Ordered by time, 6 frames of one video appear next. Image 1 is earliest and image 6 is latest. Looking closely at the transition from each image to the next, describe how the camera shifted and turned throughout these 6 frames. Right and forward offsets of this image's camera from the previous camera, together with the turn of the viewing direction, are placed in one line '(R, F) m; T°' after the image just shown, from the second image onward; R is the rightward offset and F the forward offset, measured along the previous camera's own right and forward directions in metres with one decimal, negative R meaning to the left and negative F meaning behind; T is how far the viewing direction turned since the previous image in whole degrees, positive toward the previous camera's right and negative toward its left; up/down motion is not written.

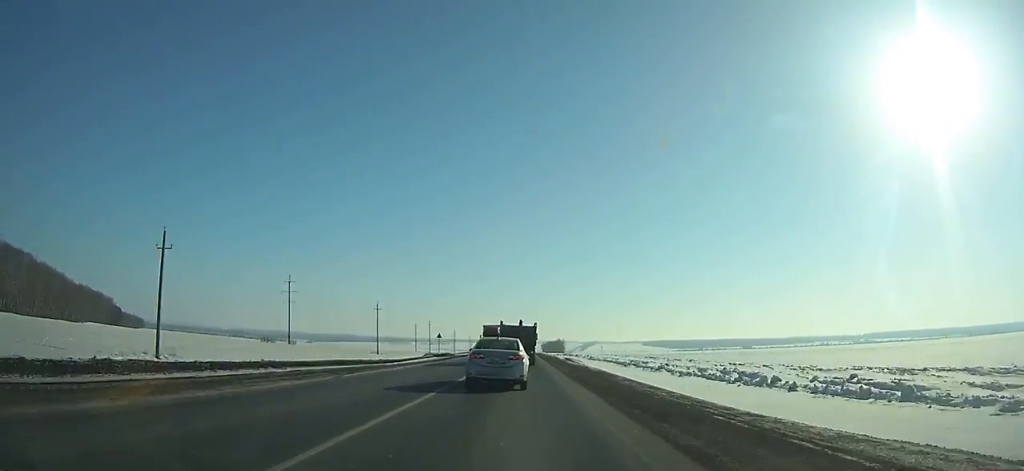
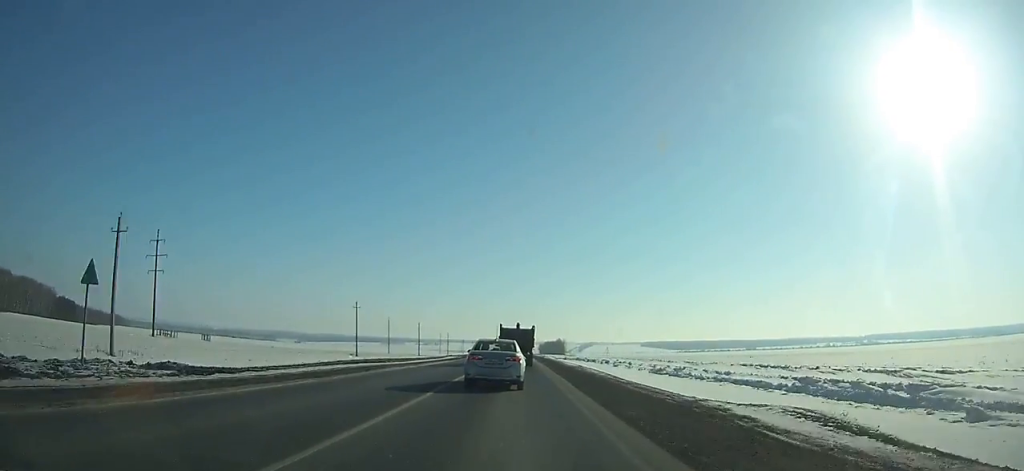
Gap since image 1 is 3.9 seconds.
(+0.2, +71.4) m; 0°
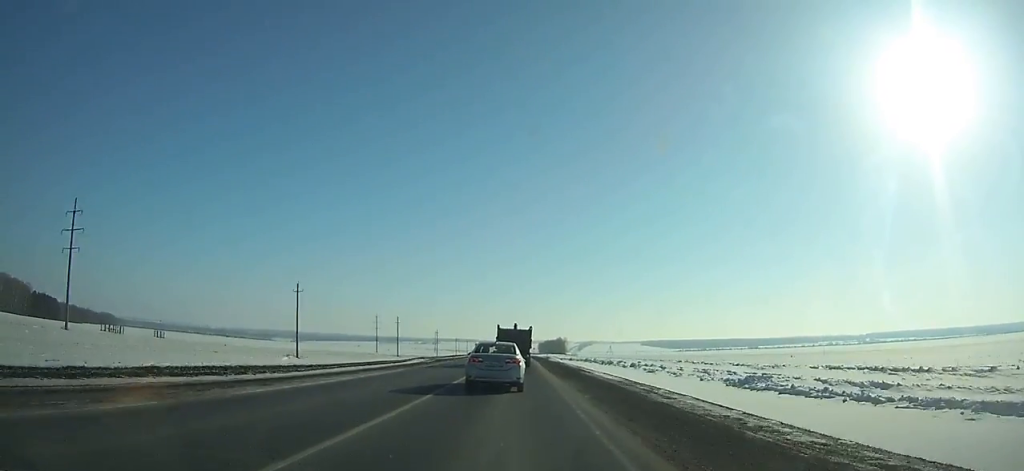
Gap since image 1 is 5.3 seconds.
(0.0, +25.9) m; 0°
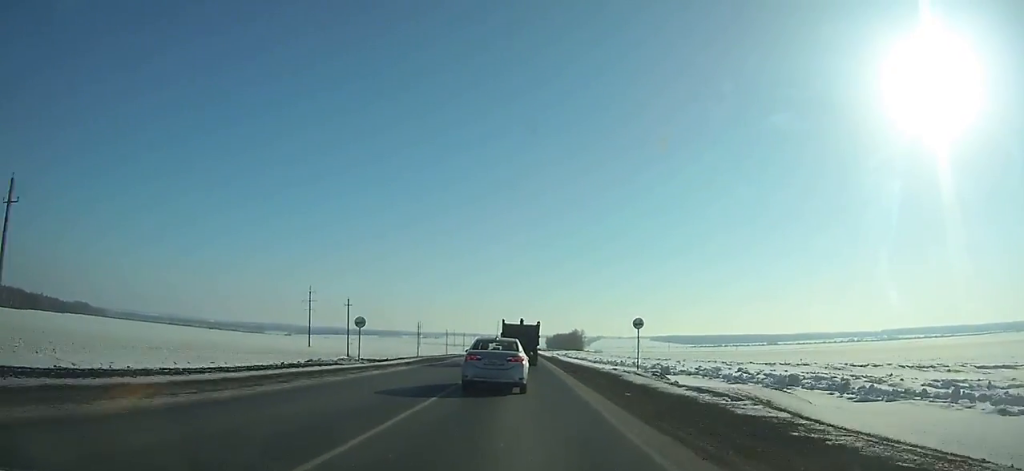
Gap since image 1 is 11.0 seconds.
(0.0, +106.4) m; 0°
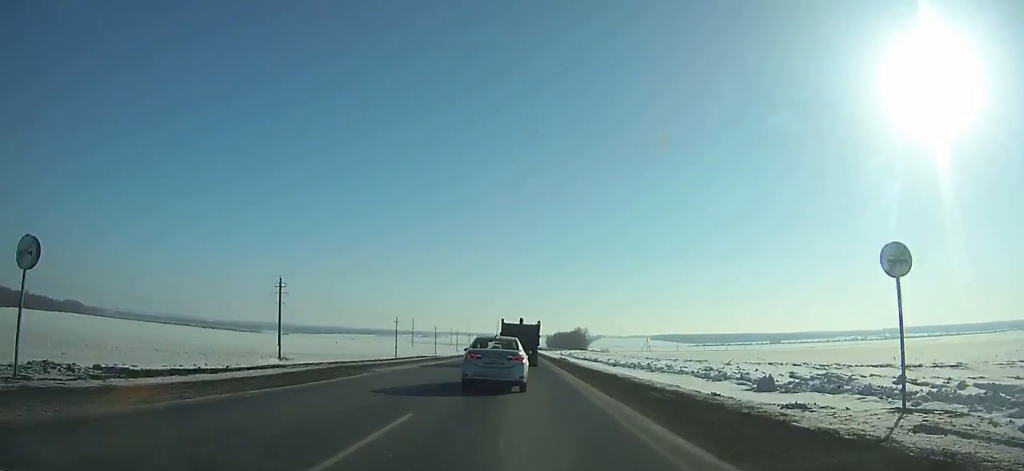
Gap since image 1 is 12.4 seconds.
(+0.1, +26.2) m; 0°
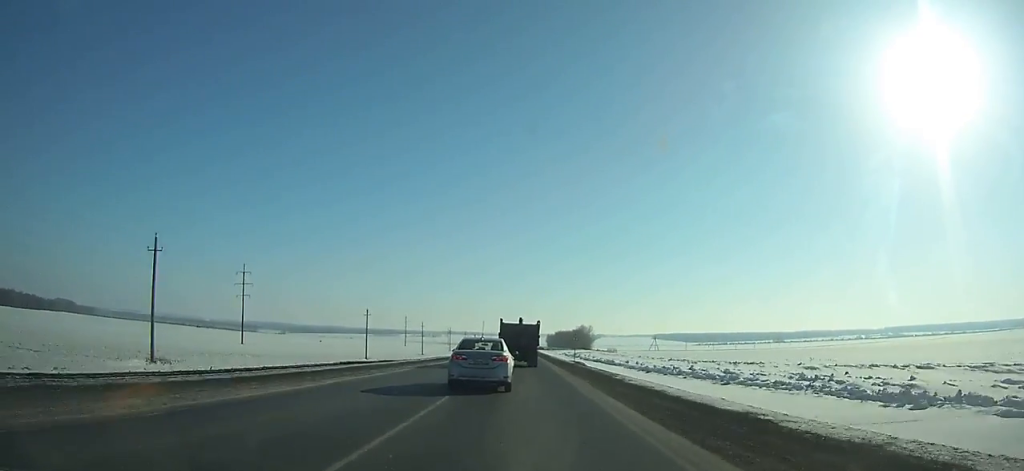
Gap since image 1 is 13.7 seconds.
(0.0, +24.3) m; 0°
